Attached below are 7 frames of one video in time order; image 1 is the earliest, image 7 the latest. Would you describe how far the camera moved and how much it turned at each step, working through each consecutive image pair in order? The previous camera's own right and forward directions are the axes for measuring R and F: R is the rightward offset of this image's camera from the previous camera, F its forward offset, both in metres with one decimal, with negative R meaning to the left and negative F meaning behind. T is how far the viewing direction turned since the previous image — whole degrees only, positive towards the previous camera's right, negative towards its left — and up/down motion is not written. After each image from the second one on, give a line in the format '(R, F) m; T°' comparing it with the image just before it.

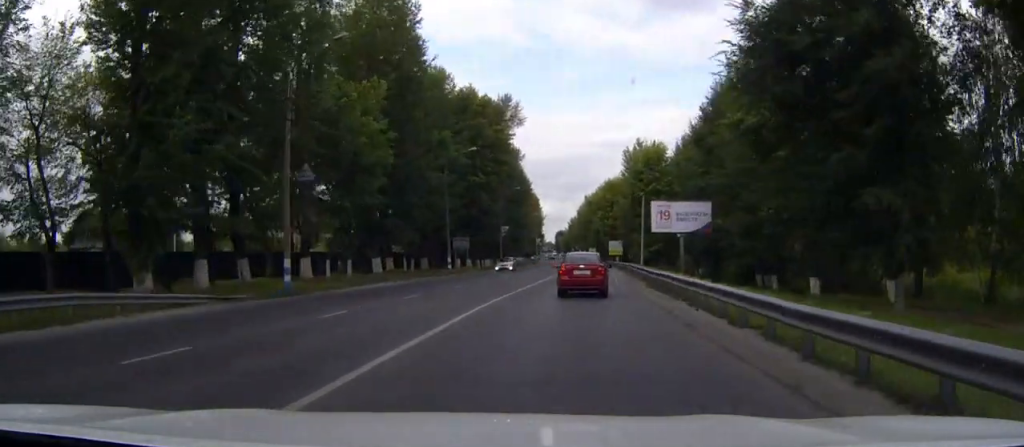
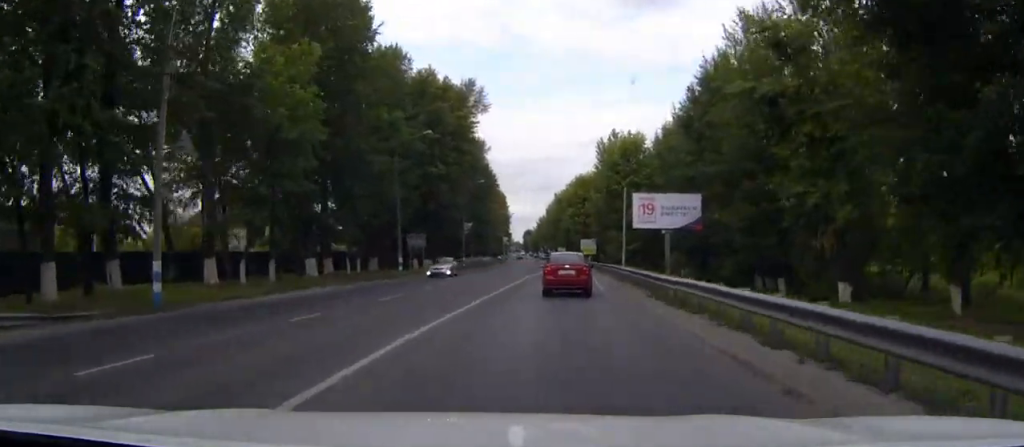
(+0.1, +9.0) m; +2°
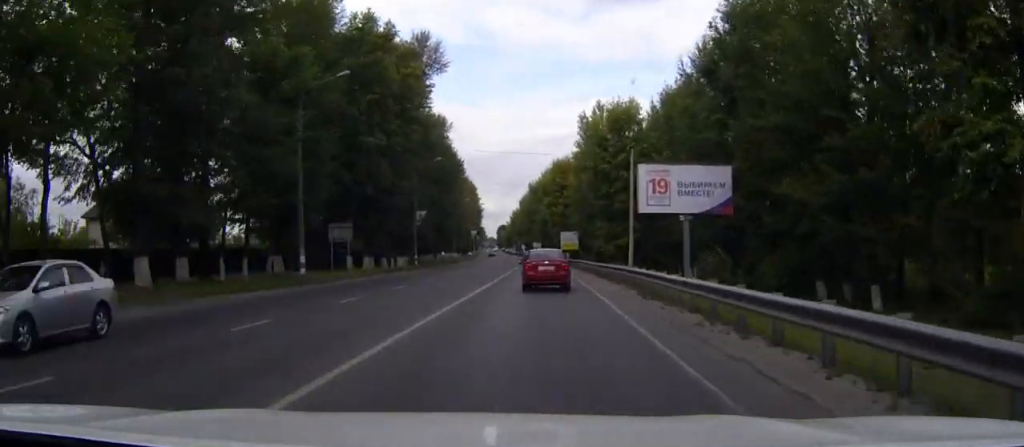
(+0.6, +18.8) m; +3°
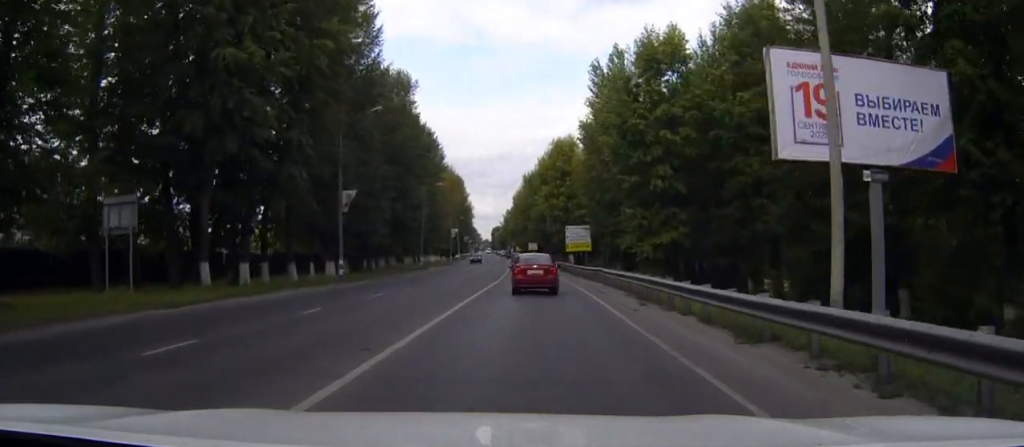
(+0.8, +27.3) m; +2°
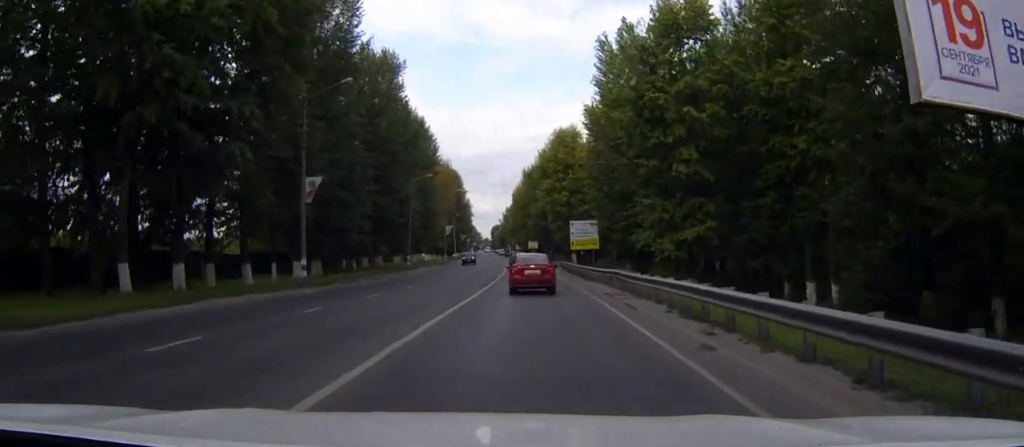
(0.0, +7.7) m; 0°
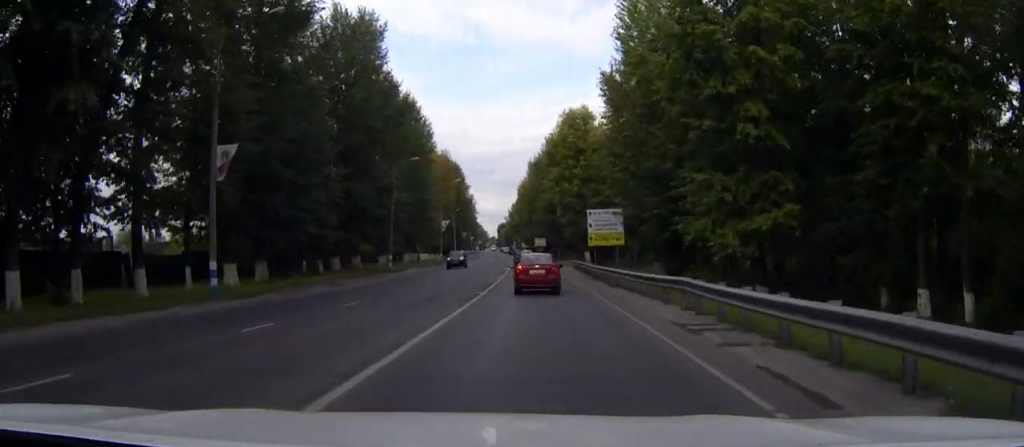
(-0.1, +12.3) m; -1°
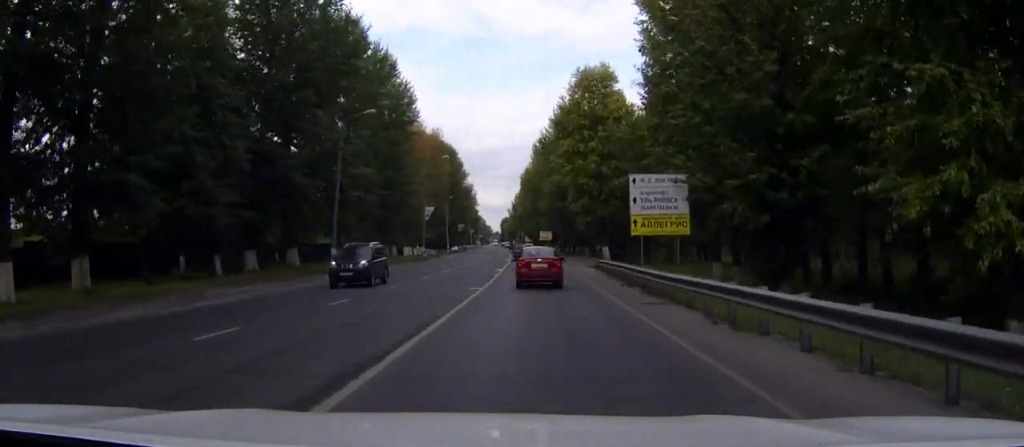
(-0.2, +18.7) m; -1°
